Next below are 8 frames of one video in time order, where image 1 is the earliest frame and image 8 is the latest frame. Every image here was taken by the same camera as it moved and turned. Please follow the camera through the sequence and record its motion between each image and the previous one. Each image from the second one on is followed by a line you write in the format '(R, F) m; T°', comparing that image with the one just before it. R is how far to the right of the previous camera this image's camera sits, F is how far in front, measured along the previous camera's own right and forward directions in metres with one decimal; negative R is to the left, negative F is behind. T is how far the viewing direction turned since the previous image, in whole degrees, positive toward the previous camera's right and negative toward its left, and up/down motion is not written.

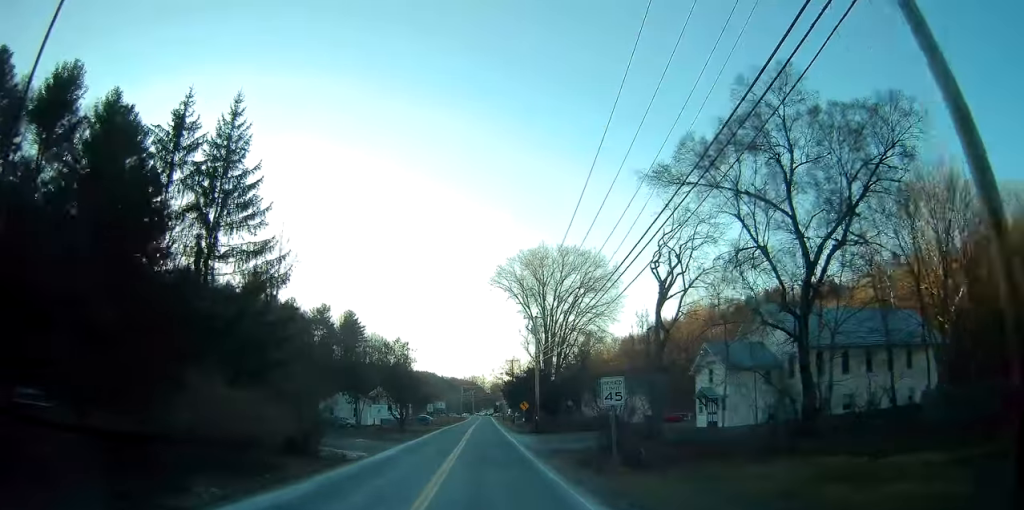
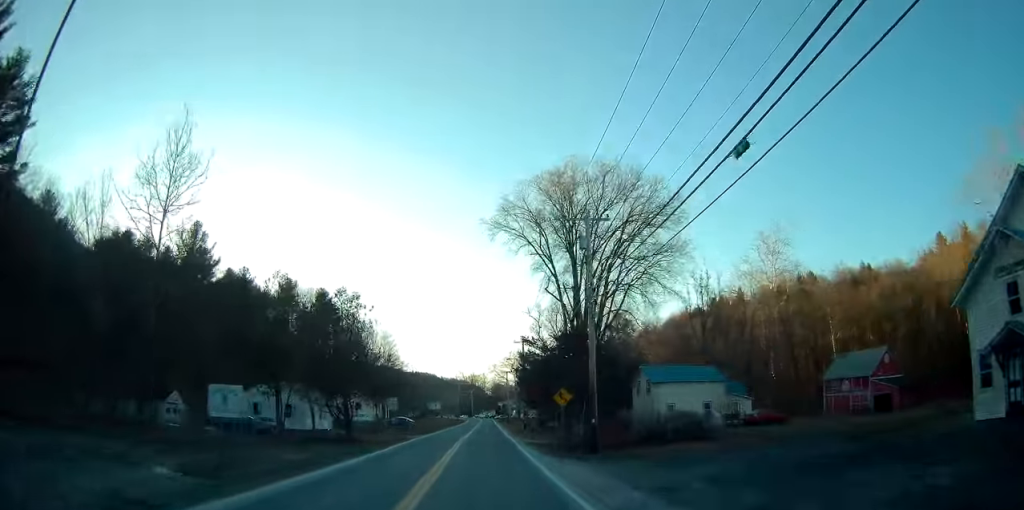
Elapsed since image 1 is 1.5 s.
(+0.1, +29.5) m; +1°
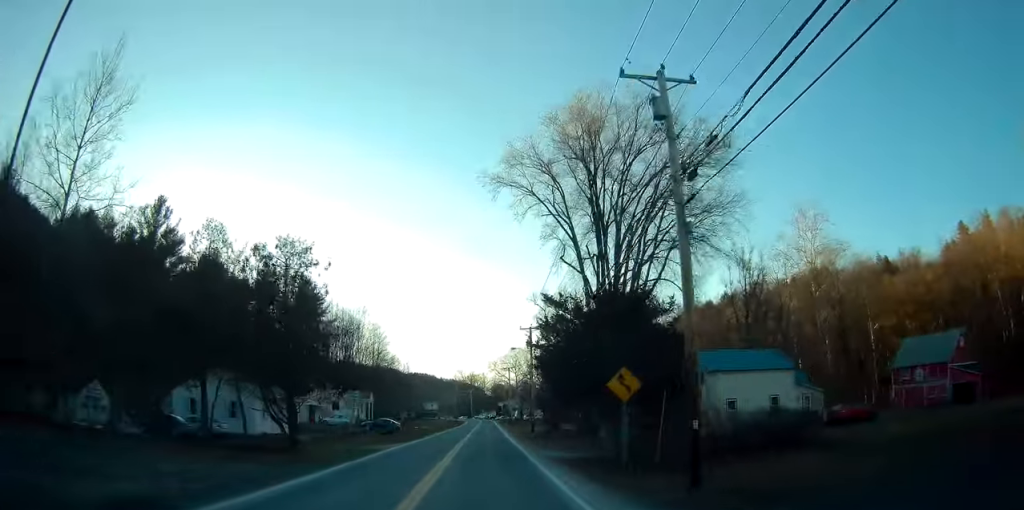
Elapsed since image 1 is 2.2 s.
(-0.1, +13.3) m; +1°
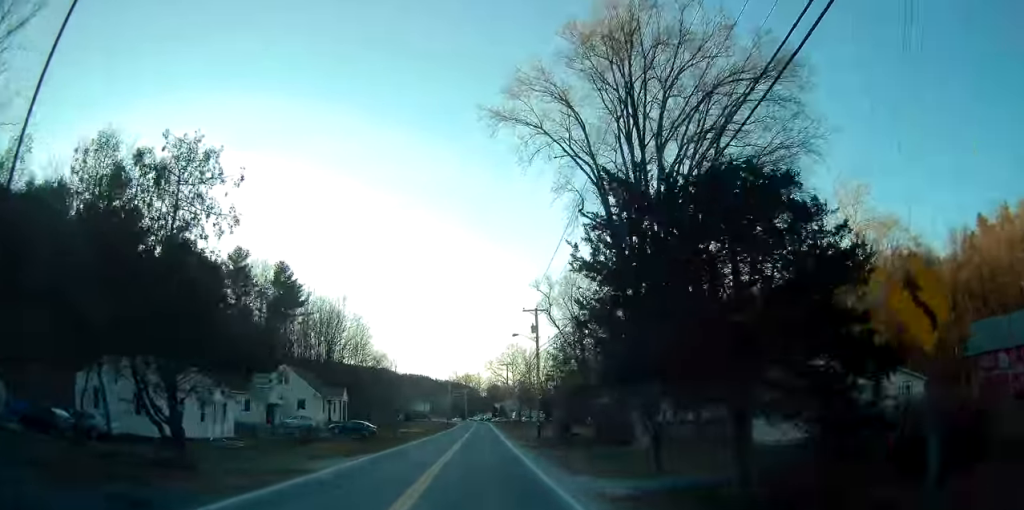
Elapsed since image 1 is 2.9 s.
(+0.3, +12.6) m; 0°
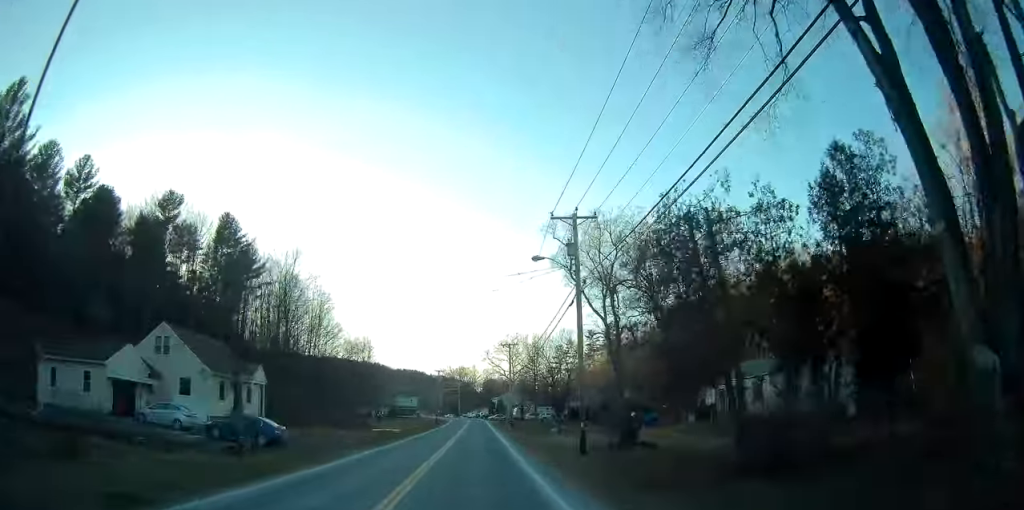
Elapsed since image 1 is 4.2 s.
(-0.2, +25.3) m; -1°
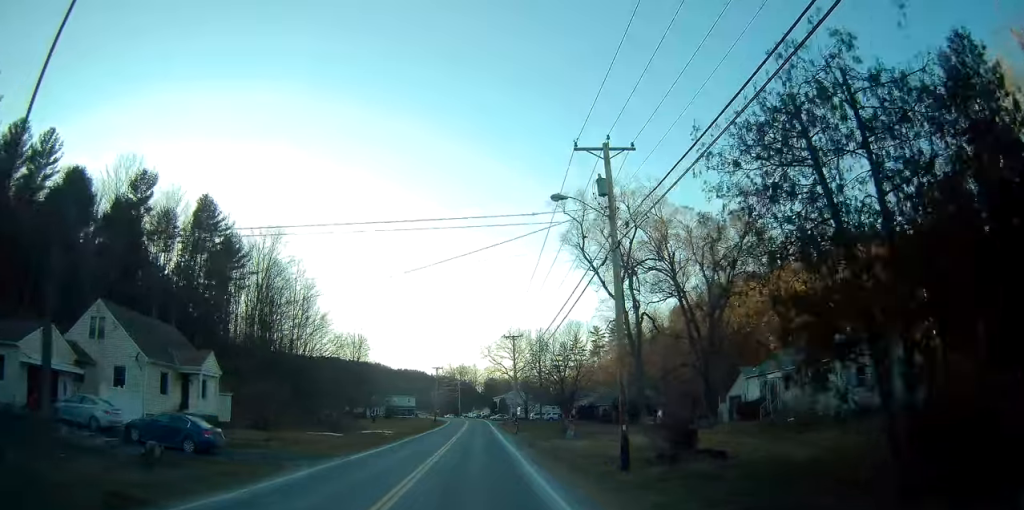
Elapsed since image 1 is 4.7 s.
(0.0, +8.2) m; 0°
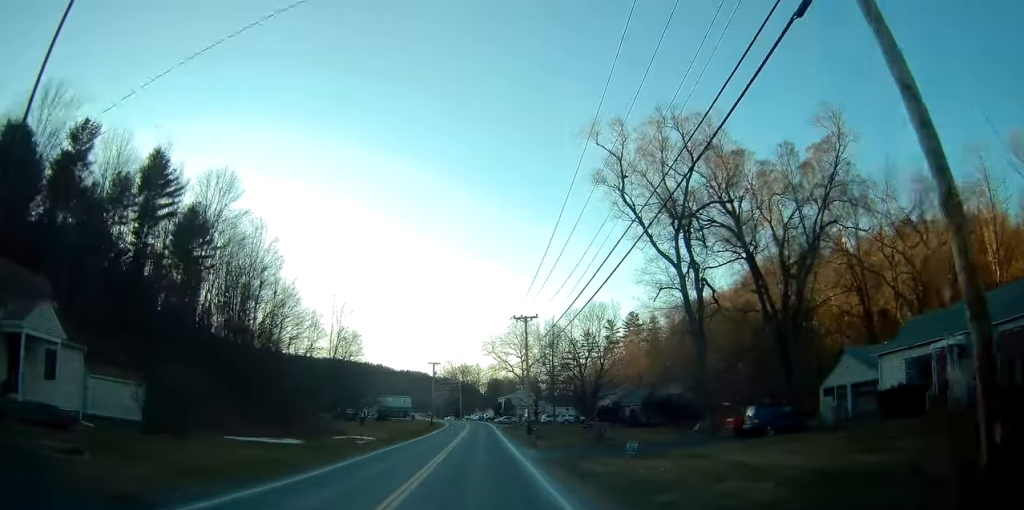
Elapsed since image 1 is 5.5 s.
(+0.1, +15.8) m; +1°
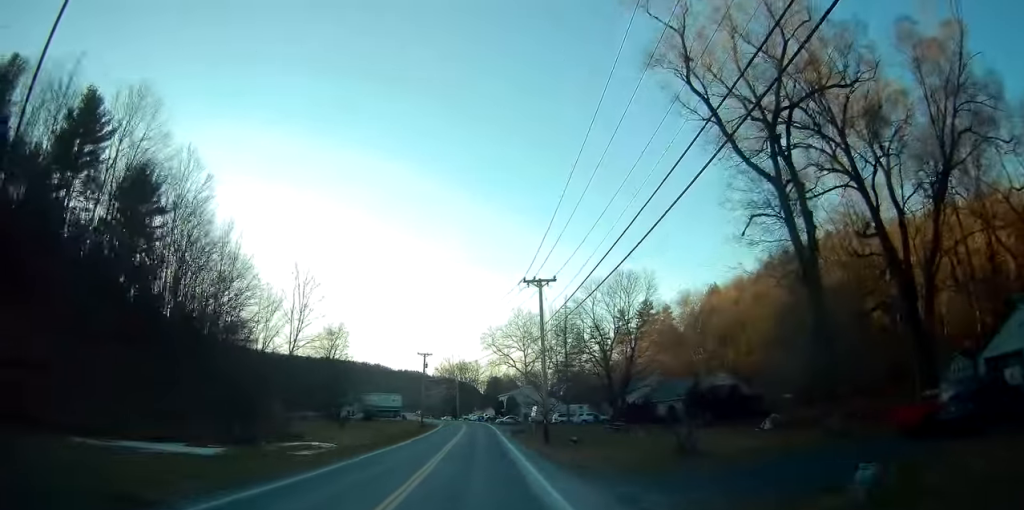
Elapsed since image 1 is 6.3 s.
(+0.2, +15.8) m; 0°
